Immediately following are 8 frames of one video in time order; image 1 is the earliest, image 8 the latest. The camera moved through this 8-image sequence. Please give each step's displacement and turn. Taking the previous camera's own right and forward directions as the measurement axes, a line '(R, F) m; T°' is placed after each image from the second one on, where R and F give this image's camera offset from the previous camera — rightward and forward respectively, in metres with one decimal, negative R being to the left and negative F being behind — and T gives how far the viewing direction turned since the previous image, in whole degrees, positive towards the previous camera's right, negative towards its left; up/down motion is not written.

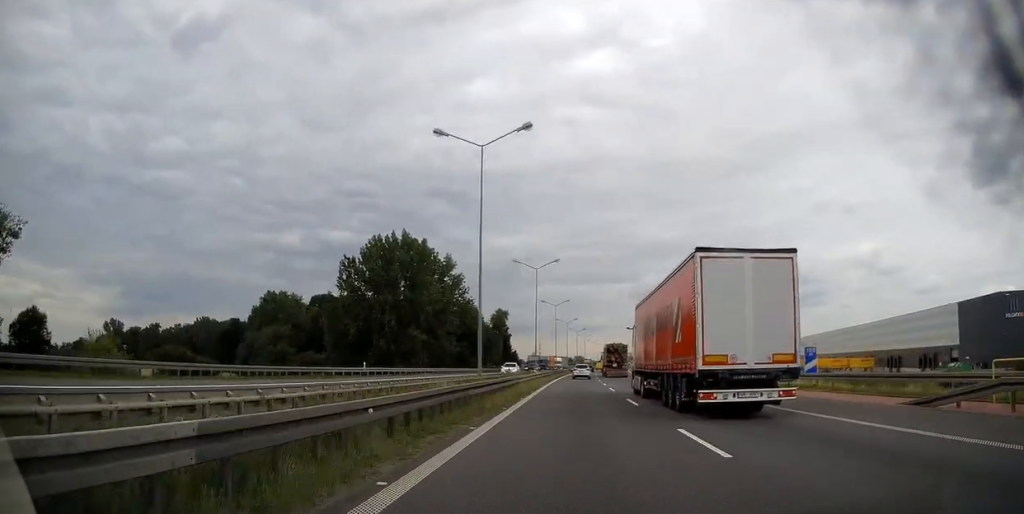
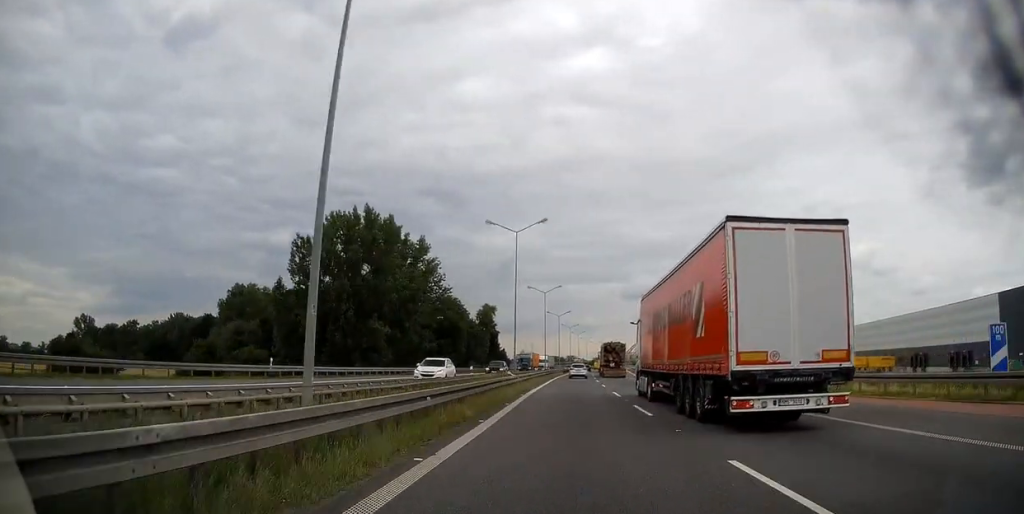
(0.0, +16.4) m; +1°
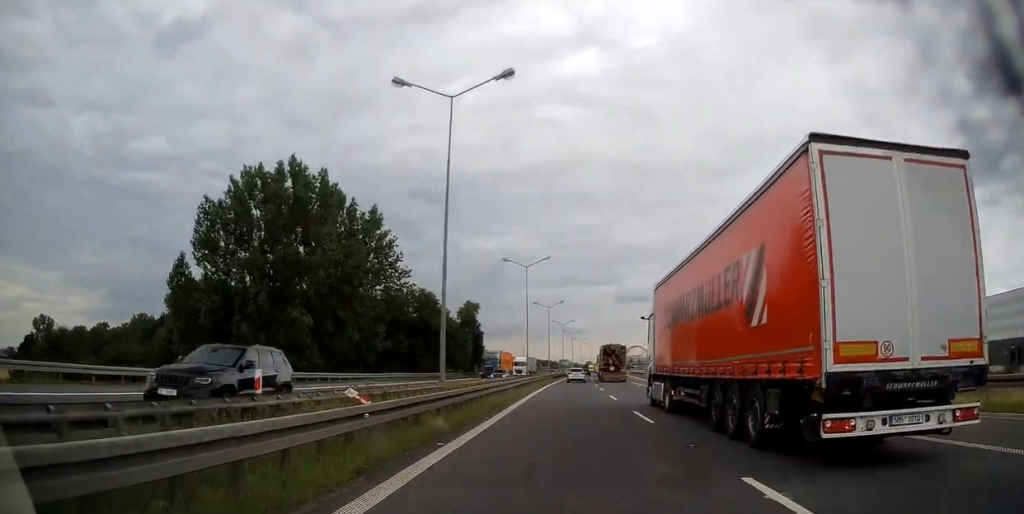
(+0.2, +23.3) m; +1°
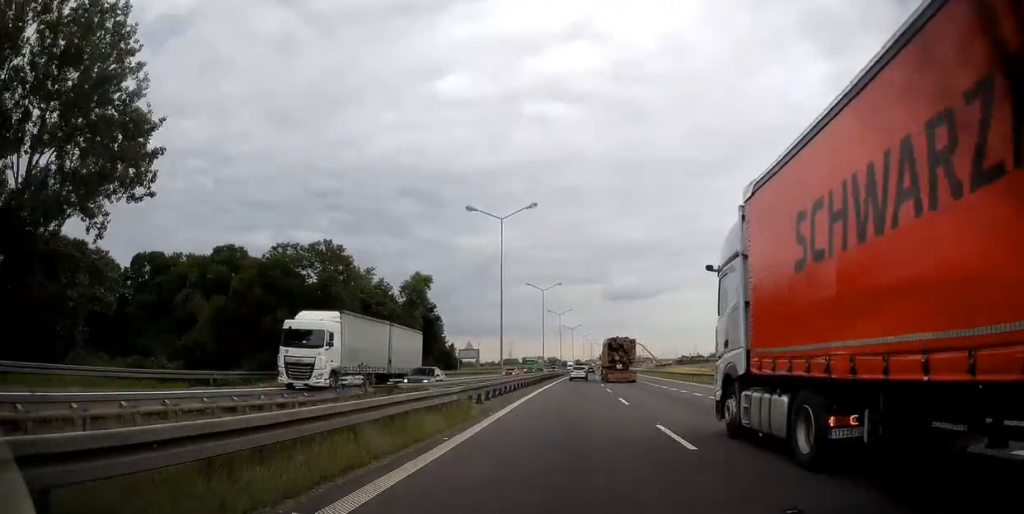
(+0.8, +53.1) m; +1°
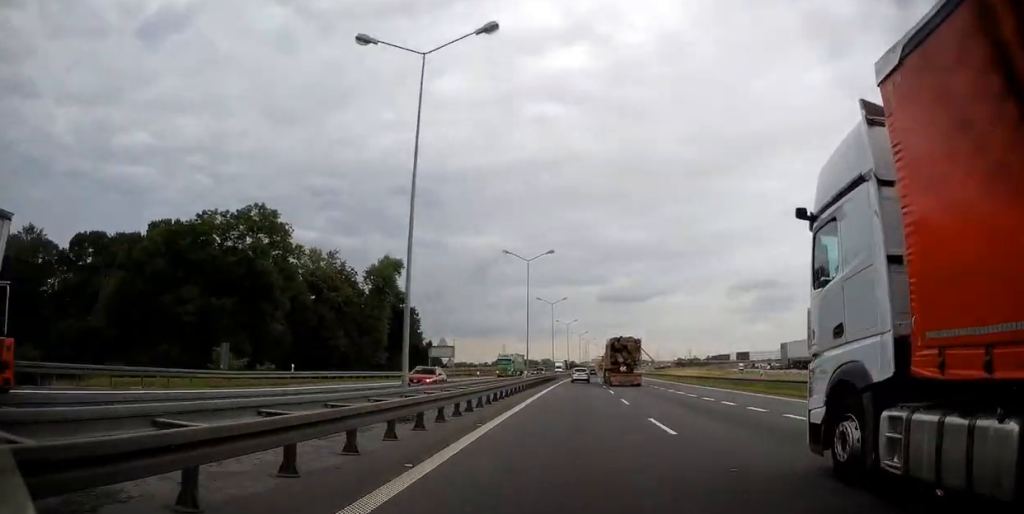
(0.0, +21.0) m; 0°
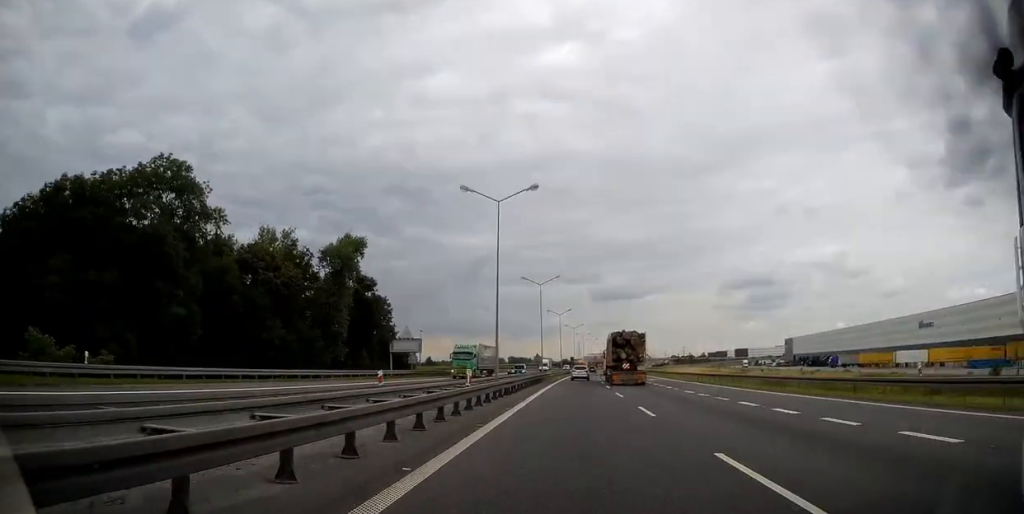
(+0.1, +18.2) m; +1°
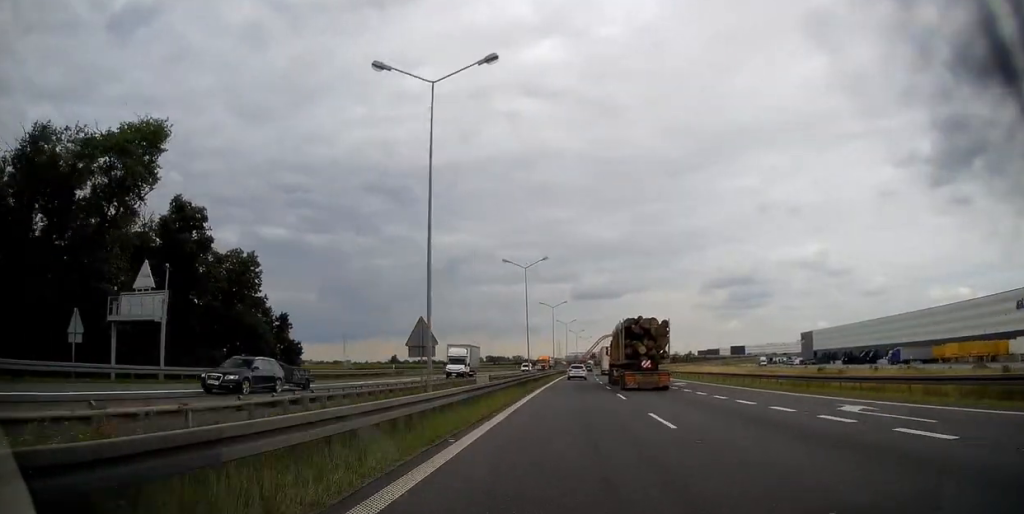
(+0.9, +50.9) m; +2°
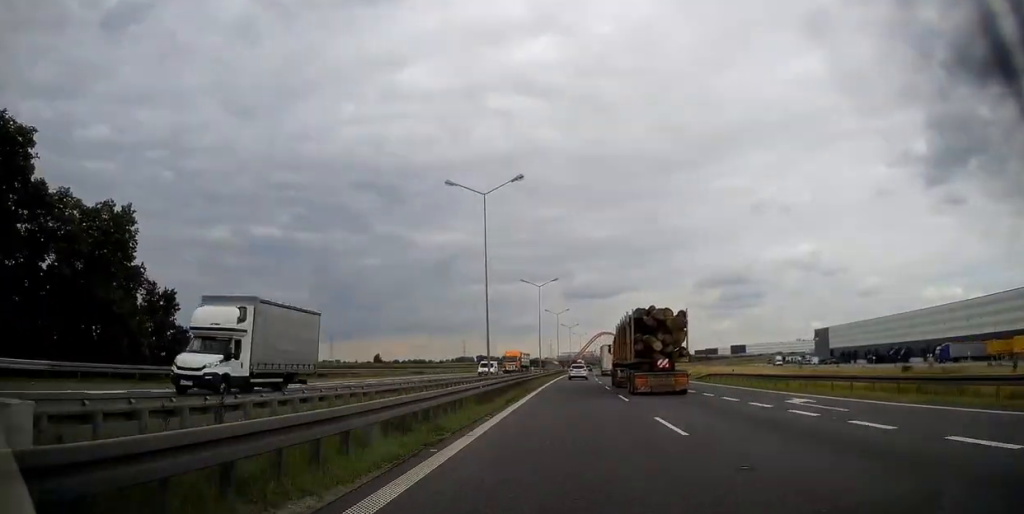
(0.0, +25.6) m; +1°
